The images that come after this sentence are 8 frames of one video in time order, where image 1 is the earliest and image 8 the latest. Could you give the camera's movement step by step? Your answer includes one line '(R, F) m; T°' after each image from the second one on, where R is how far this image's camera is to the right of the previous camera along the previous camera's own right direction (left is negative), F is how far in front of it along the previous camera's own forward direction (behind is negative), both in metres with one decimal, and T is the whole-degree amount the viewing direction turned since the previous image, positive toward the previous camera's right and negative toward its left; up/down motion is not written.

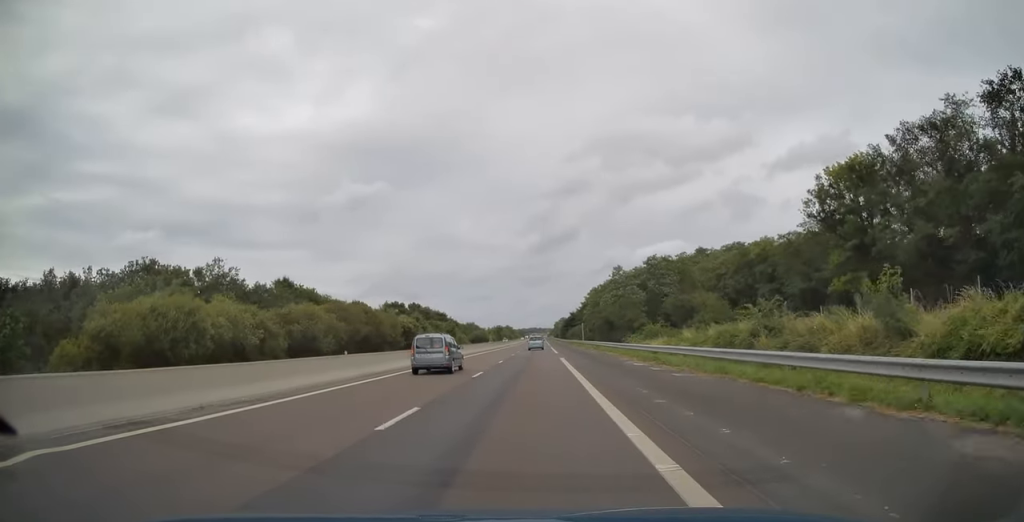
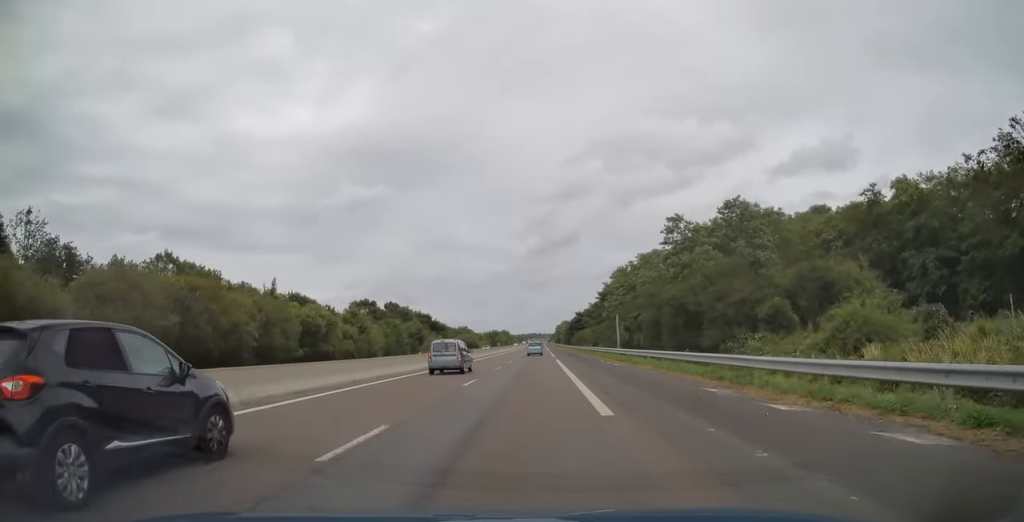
(+0.1, +40.8) m; 0°
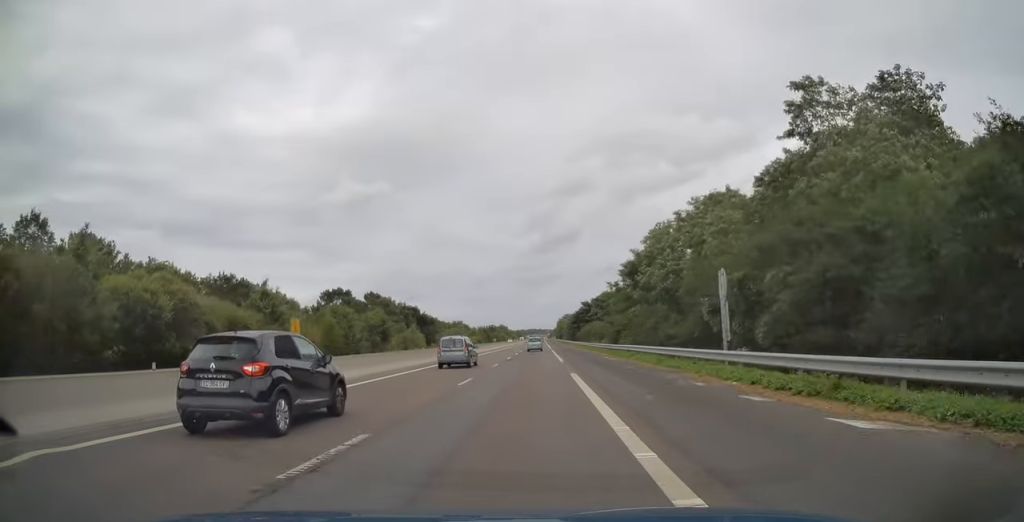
(+0.1, +26.8) m; 0°
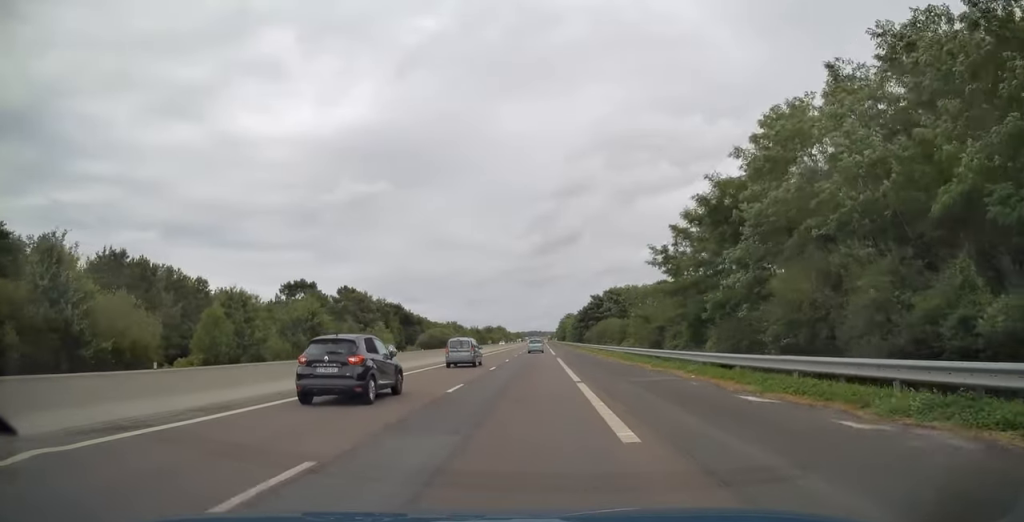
(-0.1, +27.9) m; 0°
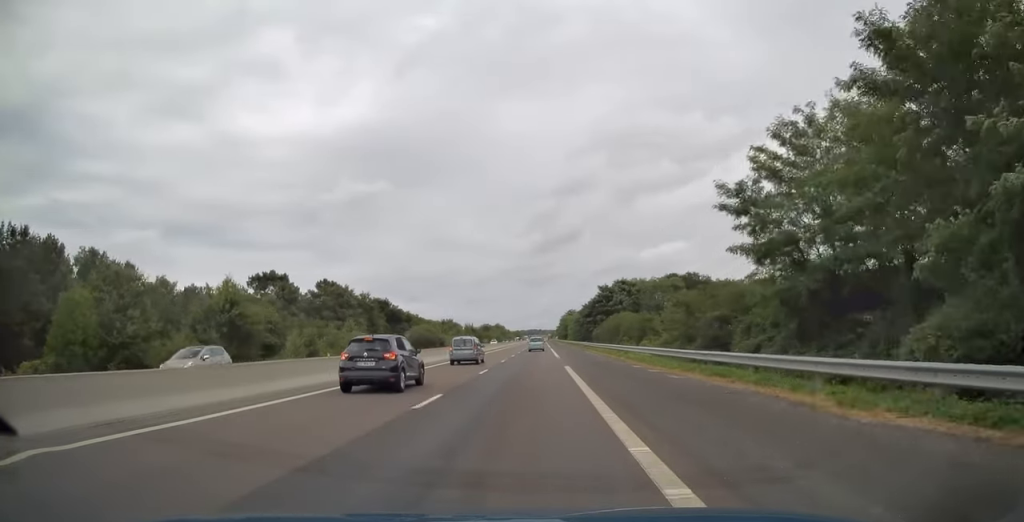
(-0.2, +17.2) m; 0°
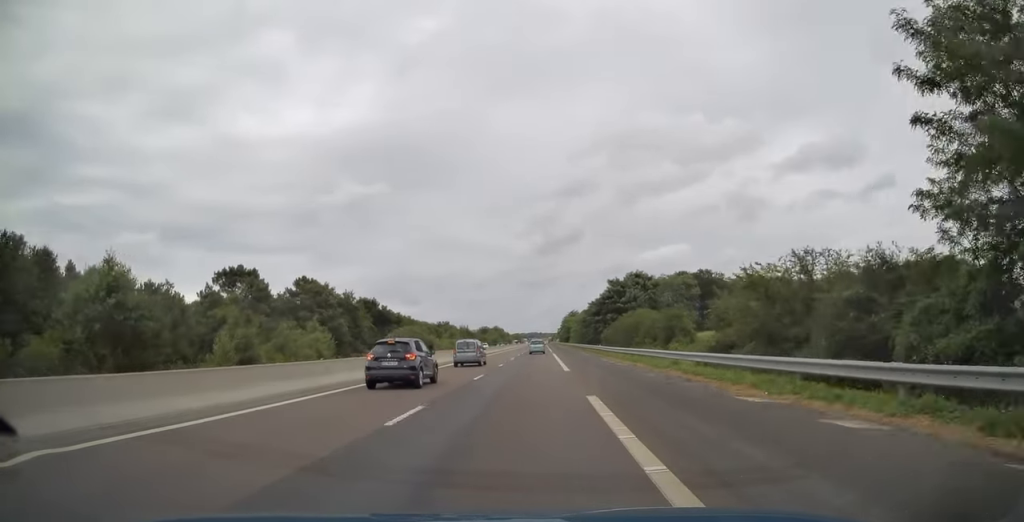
(+0.1, +15.0) m; 0°
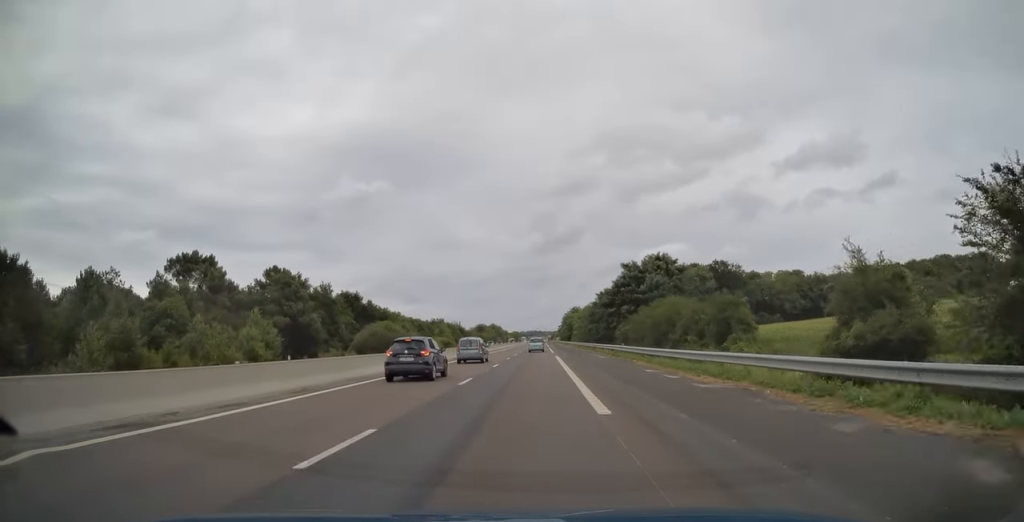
(+0.2, +16.6) m; 0°
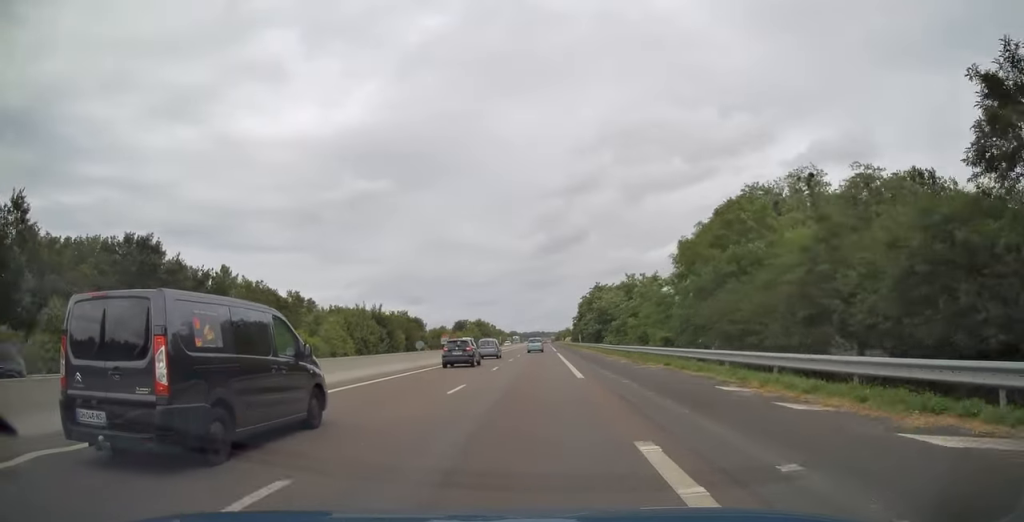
(-0.5, +93.9) m; 0°
